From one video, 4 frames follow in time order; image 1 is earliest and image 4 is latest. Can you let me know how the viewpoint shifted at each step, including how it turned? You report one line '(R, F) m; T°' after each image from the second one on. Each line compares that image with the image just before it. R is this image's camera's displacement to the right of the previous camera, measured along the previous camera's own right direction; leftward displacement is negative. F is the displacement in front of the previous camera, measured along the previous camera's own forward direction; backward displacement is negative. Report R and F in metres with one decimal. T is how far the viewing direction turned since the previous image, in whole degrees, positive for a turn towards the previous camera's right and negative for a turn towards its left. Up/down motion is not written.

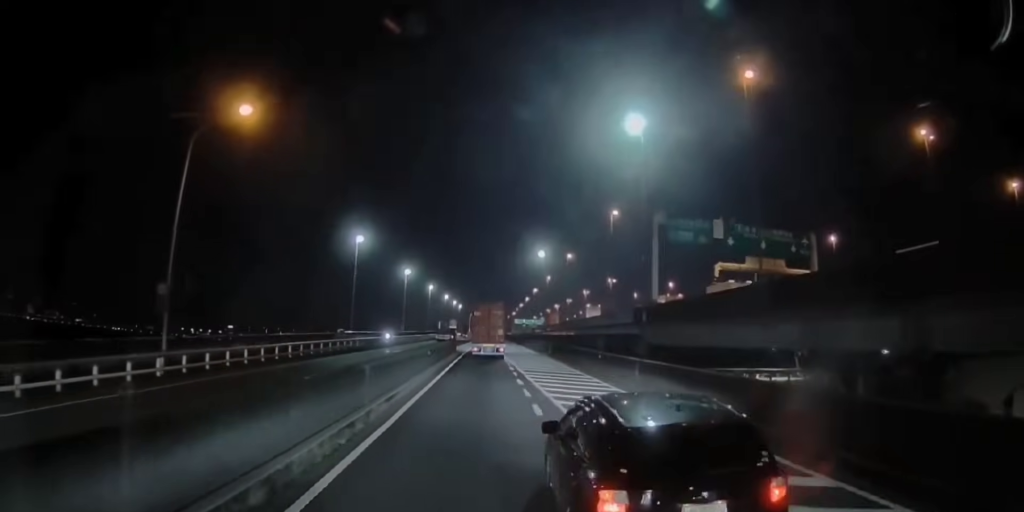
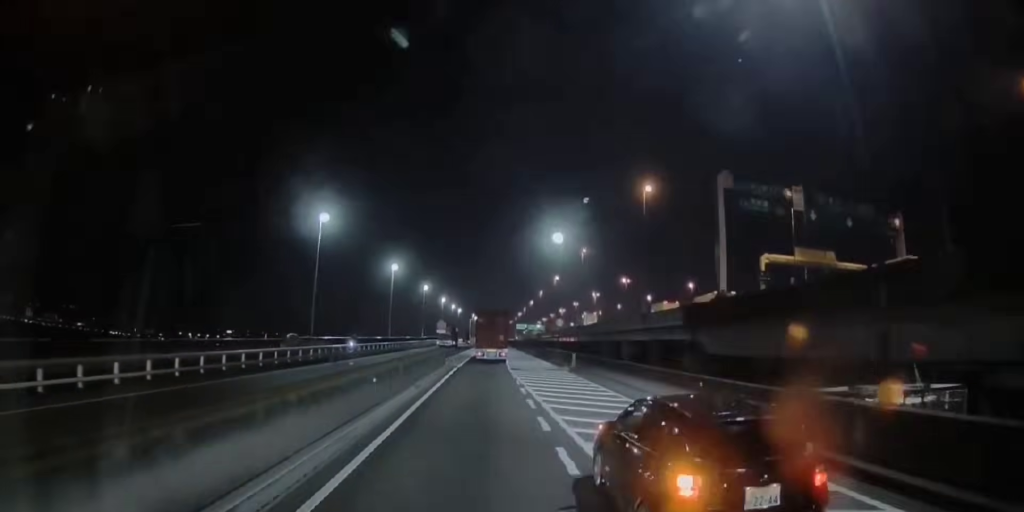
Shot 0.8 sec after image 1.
(+0.1, +14.4) m; +1°
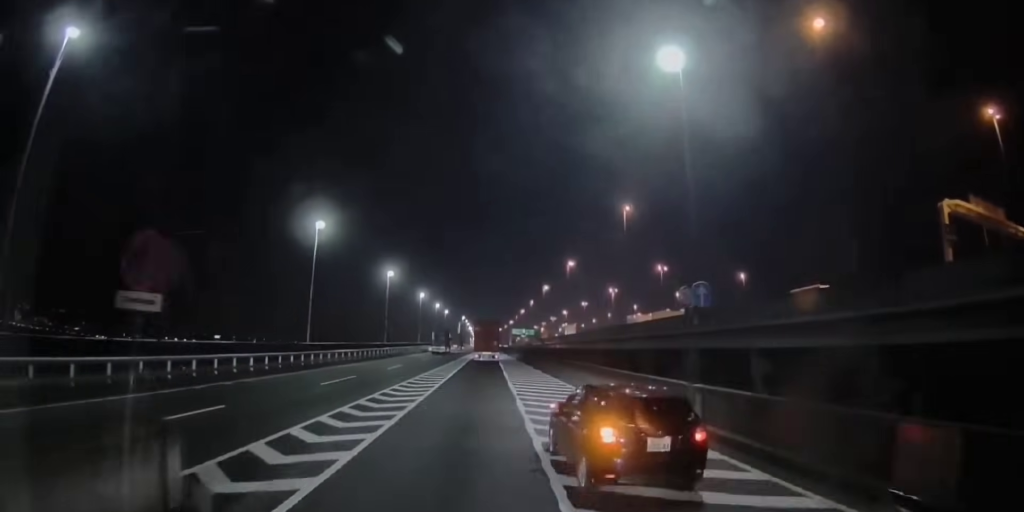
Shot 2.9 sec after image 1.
(0.0, +34.3) m; +2°
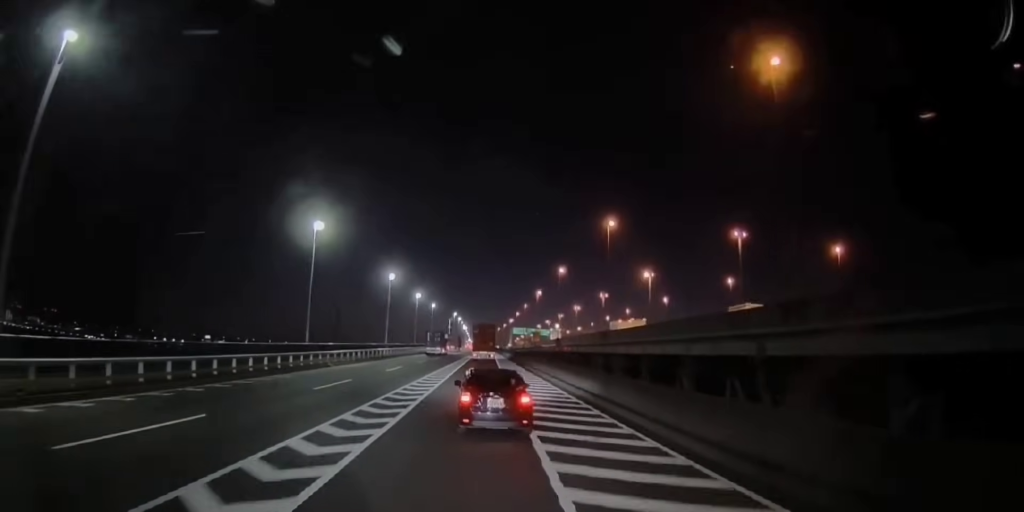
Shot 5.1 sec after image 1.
(+3.4, +32.3) m; +5°
